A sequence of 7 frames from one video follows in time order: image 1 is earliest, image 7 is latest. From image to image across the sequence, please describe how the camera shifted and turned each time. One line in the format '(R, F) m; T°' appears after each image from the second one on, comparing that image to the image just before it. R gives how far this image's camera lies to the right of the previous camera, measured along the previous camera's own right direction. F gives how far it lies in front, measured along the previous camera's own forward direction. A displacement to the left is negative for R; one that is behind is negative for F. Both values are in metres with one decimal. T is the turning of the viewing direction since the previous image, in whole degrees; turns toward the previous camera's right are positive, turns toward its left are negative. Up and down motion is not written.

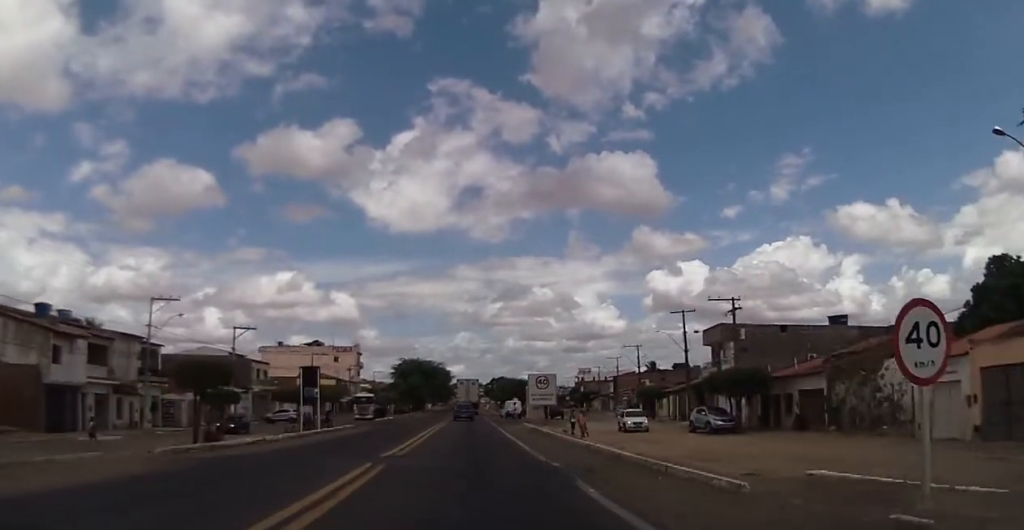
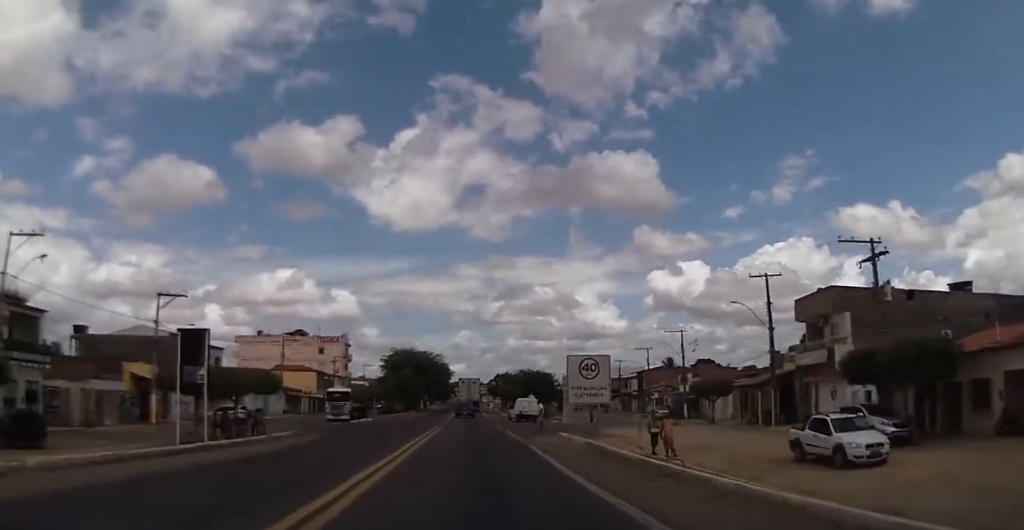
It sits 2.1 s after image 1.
(0.0, +18.6) m; 0°
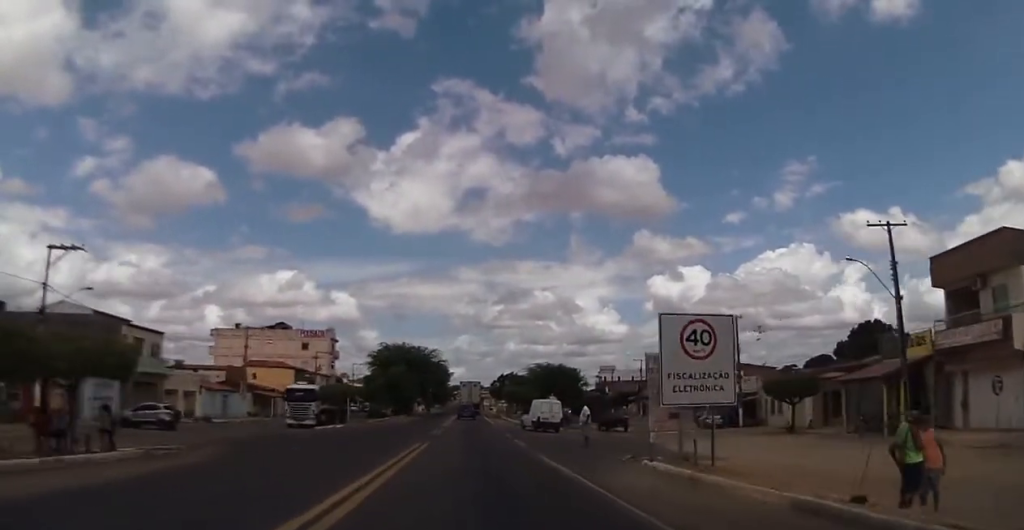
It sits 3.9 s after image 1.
(0.0, +15.0) m; 0°
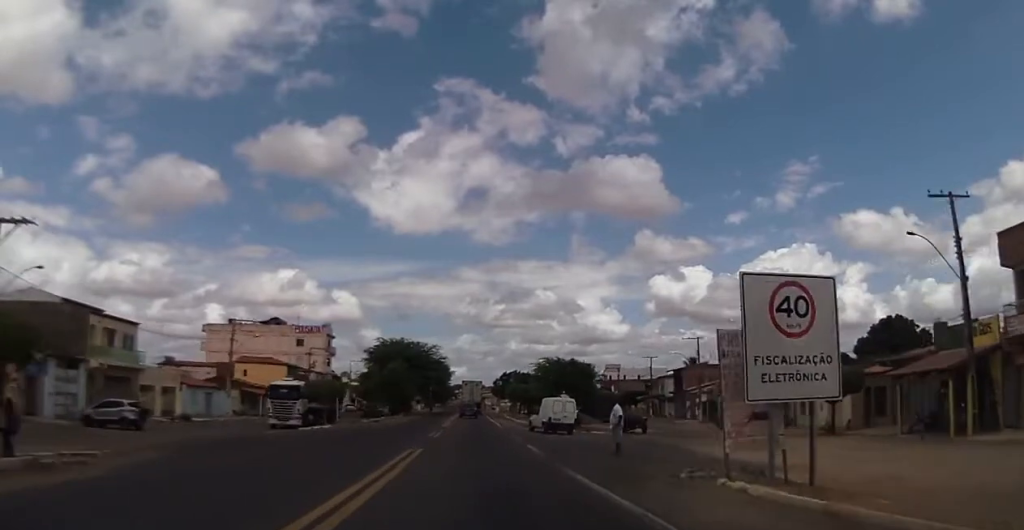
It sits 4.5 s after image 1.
(-0.2, +5.1) m; 0°
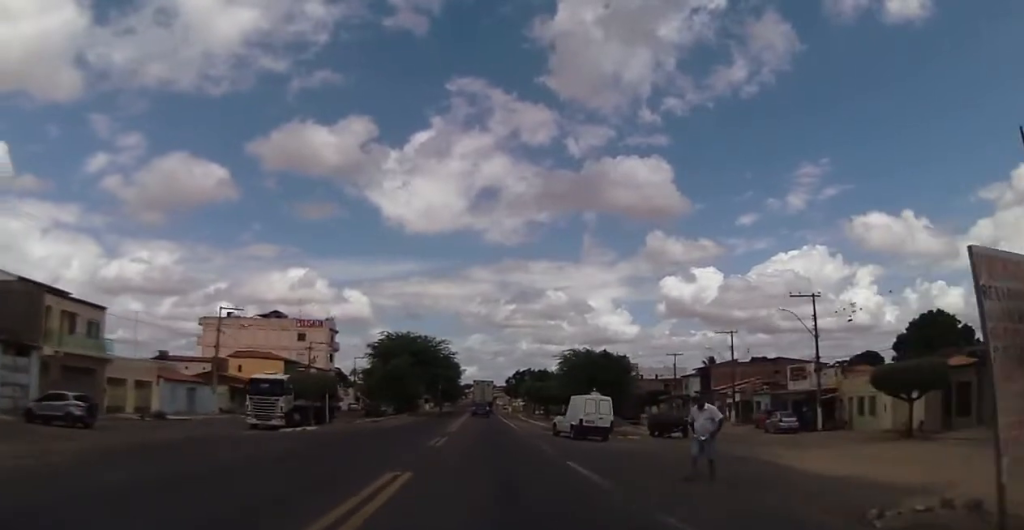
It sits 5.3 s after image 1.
(+0.3, +7.0) m; -1°
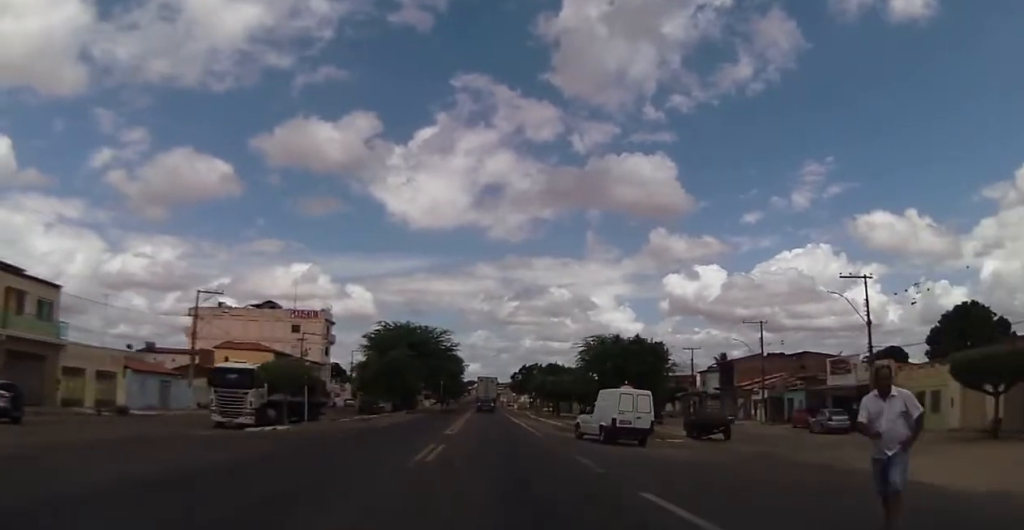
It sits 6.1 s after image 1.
(-0.2, +6.7) m; +2°
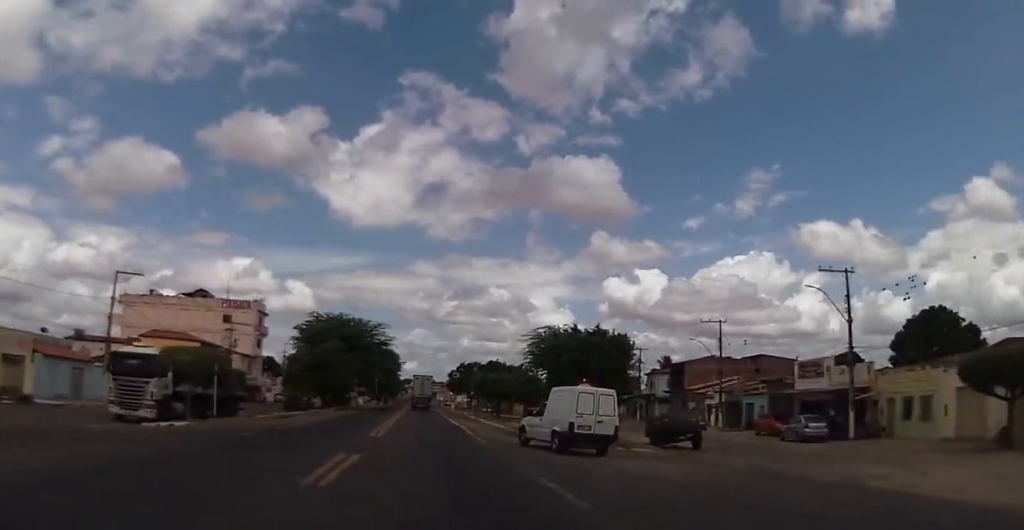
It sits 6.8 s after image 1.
(+0.1, +4.9) m; +4°
